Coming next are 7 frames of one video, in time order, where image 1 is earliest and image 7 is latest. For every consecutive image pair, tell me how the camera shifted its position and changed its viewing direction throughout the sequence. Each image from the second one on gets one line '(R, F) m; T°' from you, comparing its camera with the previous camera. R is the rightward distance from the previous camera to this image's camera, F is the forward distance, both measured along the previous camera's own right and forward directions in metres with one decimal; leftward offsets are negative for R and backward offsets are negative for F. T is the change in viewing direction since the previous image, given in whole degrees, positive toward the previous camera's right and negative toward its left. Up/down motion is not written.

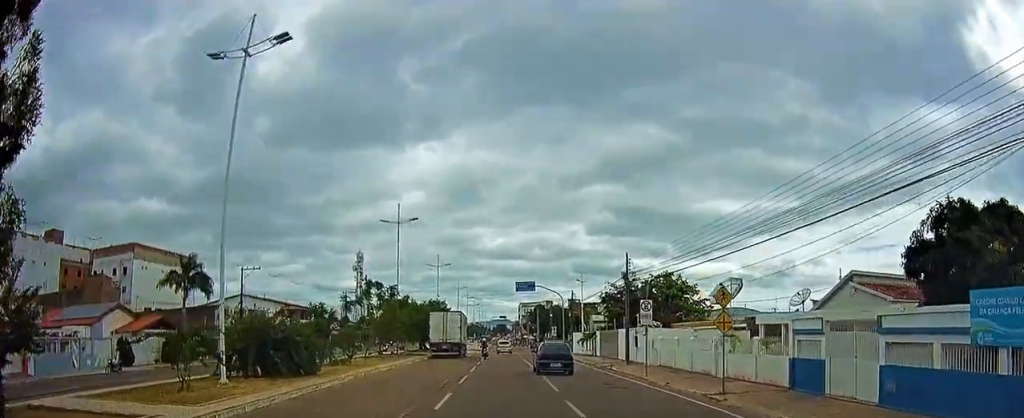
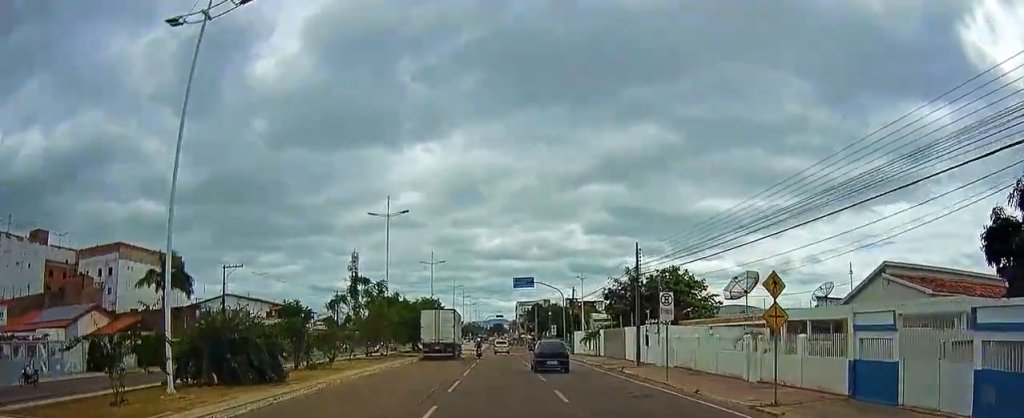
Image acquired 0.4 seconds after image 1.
(+0.1, +3.9) m; 0°
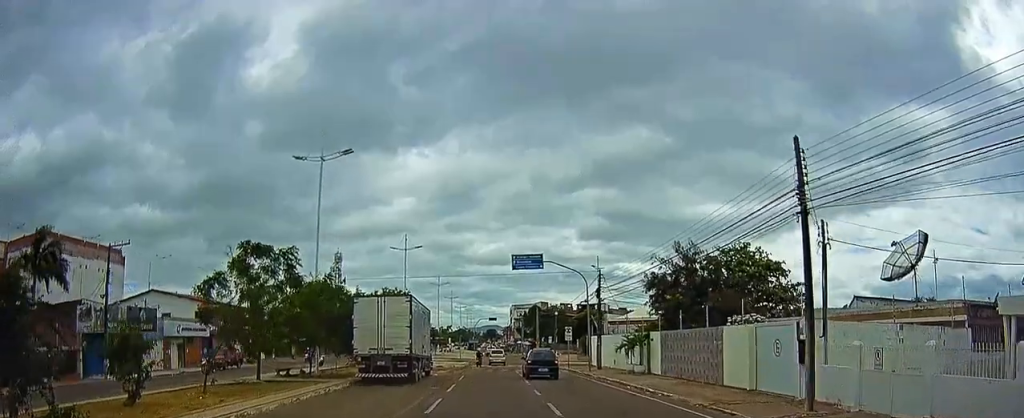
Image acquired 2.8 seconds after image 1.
(-0.4, +20.3) m; +2°
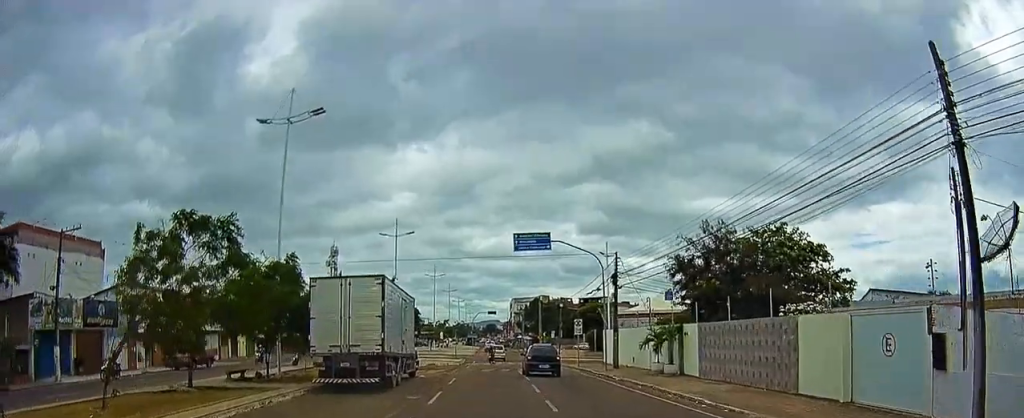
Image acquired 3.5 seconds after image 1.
(+0.1, +6.3) m; +2°
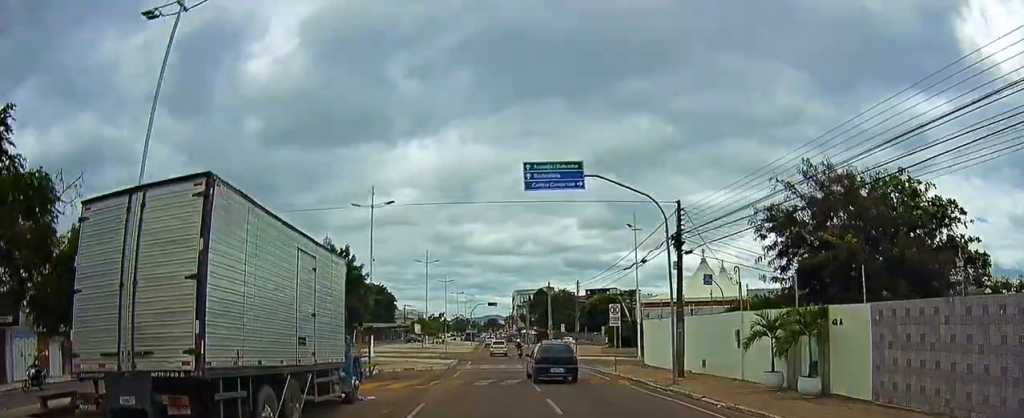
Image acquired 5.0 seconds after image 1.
(+0.4, +12.7) m; 0°
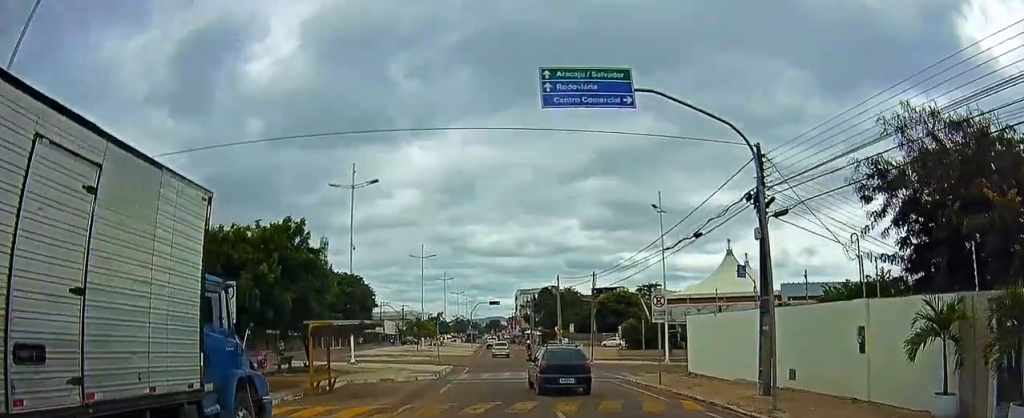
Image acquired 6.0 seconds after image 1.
(-0.4, +7.7) m; -3°
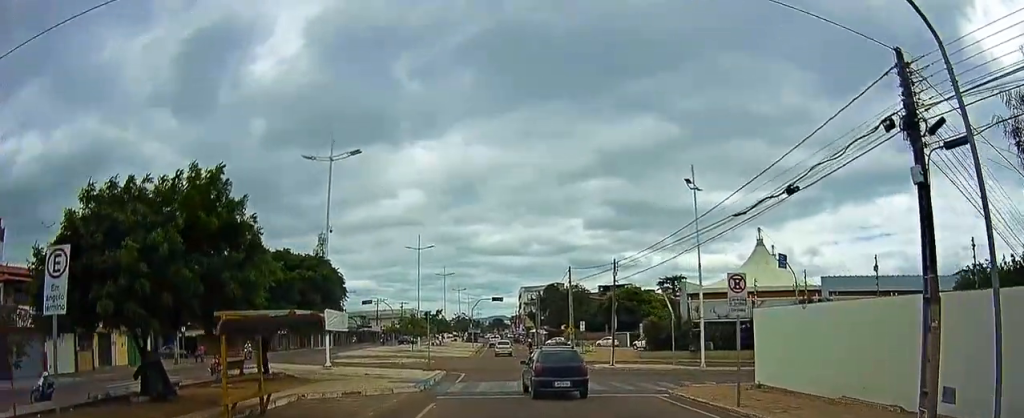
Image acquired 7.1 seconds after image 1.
(0.0, +8.3) m; -1°
